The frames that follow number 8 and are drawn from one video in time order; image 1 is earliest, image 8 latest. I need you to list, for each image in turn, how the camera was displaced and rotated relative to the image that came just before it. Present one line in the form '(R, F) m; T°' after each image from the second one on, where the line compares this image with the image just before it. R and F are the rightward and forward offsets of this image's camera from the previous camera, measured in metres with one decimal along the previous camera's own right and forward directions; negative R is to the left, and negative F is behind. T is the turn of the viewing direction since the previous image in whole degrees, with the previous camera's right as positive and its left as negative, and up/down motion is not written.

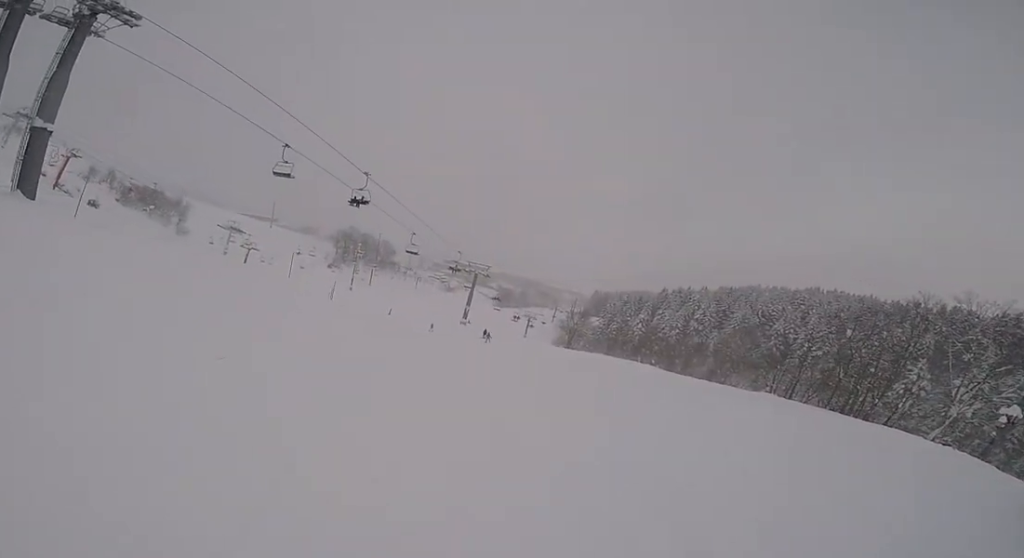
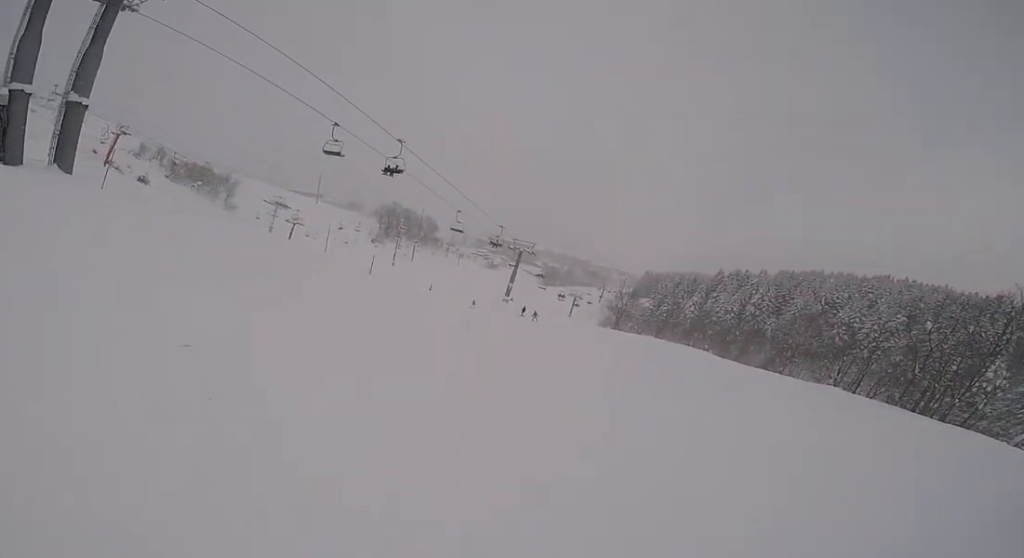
(0.0, +1.2) m; -4°
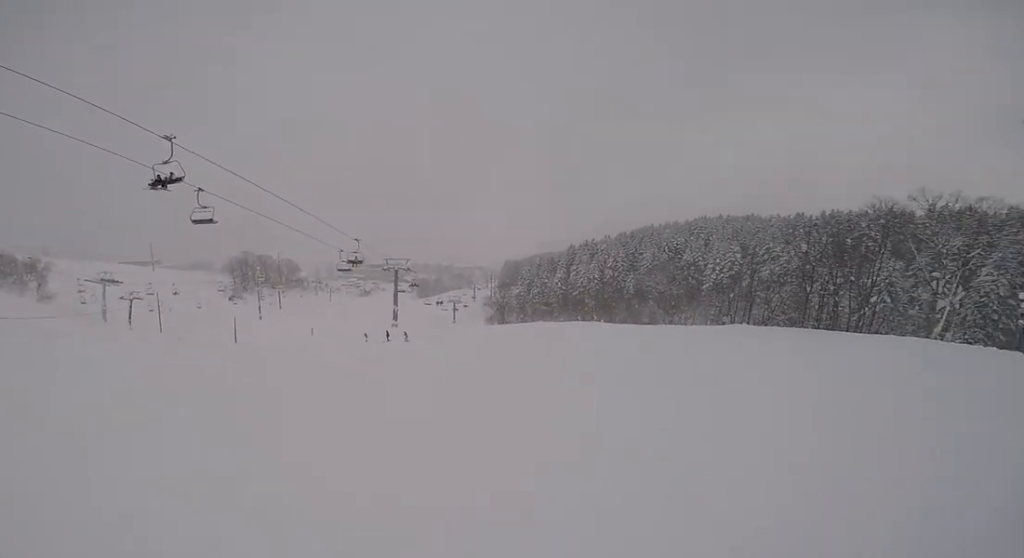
(-0.6, +6.4) m; -1°
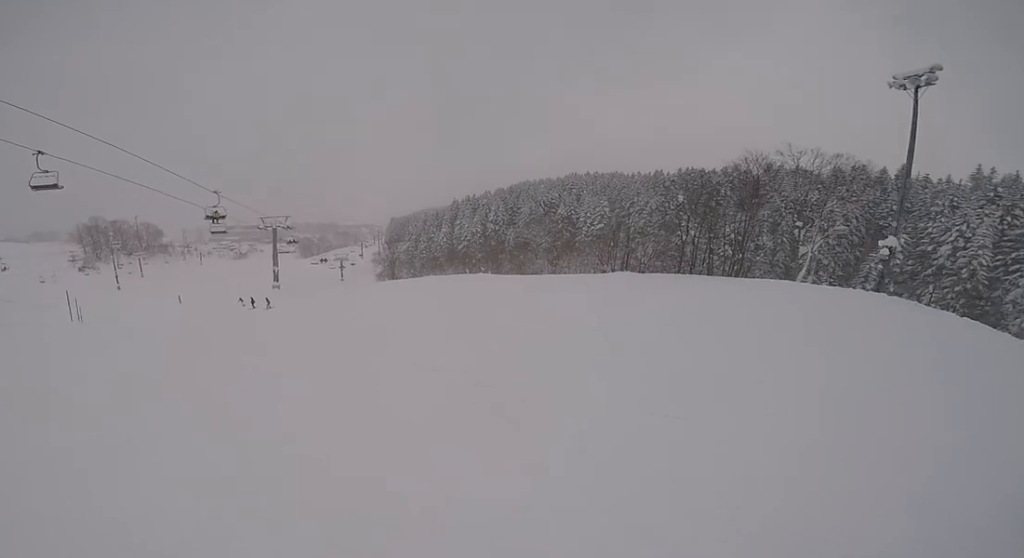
(+0.1, +2.2) m; +5°
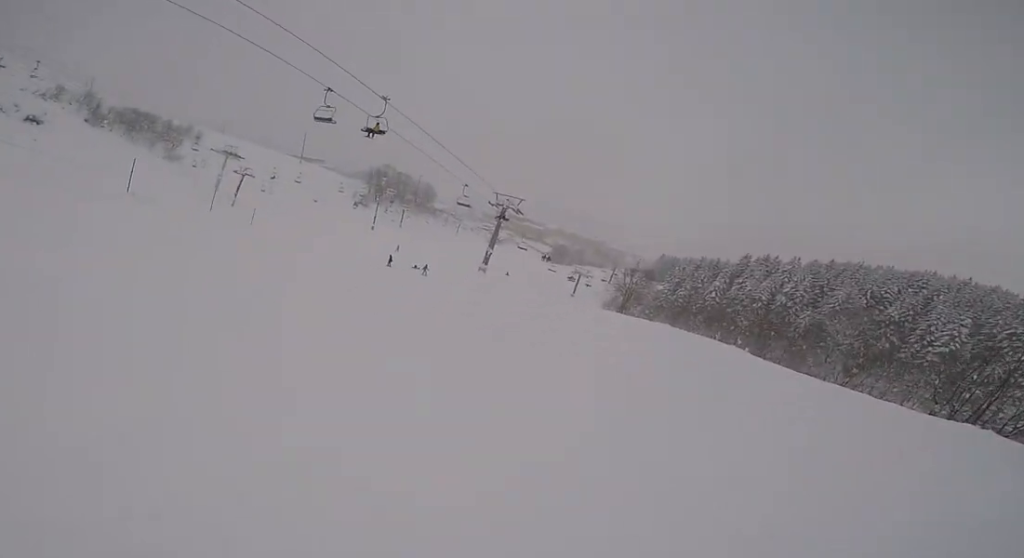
(+0.2, +9.1) m; -5°
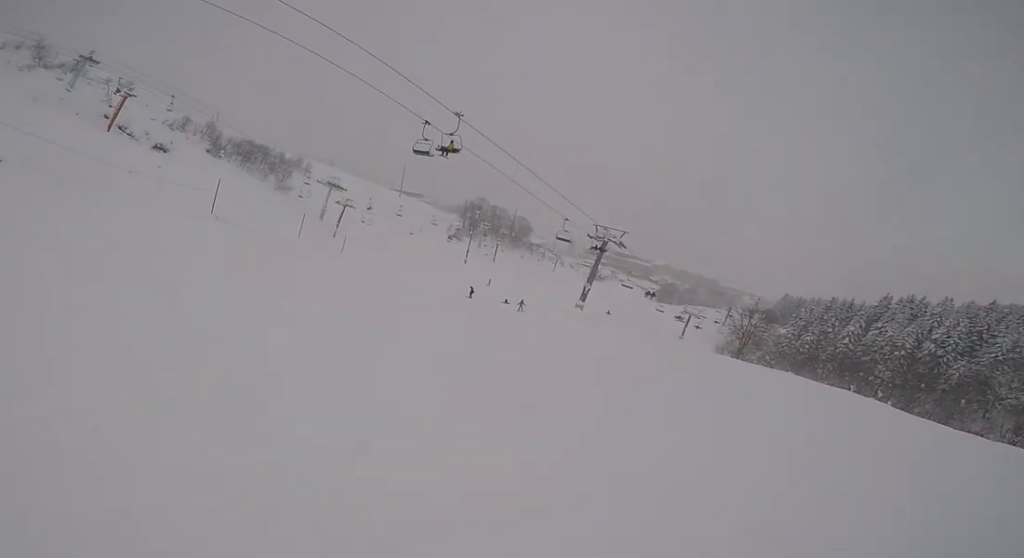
(+0.1, +1.5) m; -4°
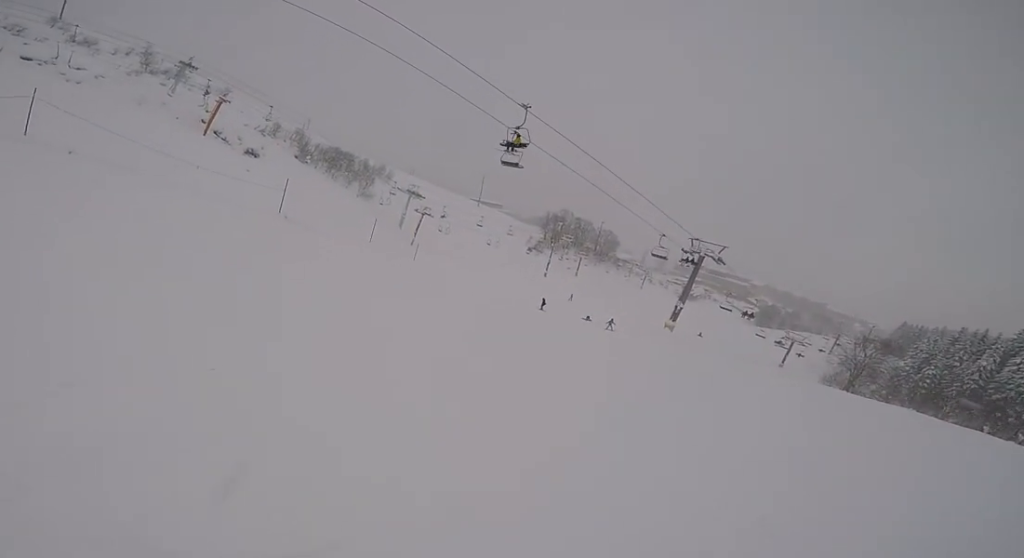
(-0.2, +1.4) m; -6°
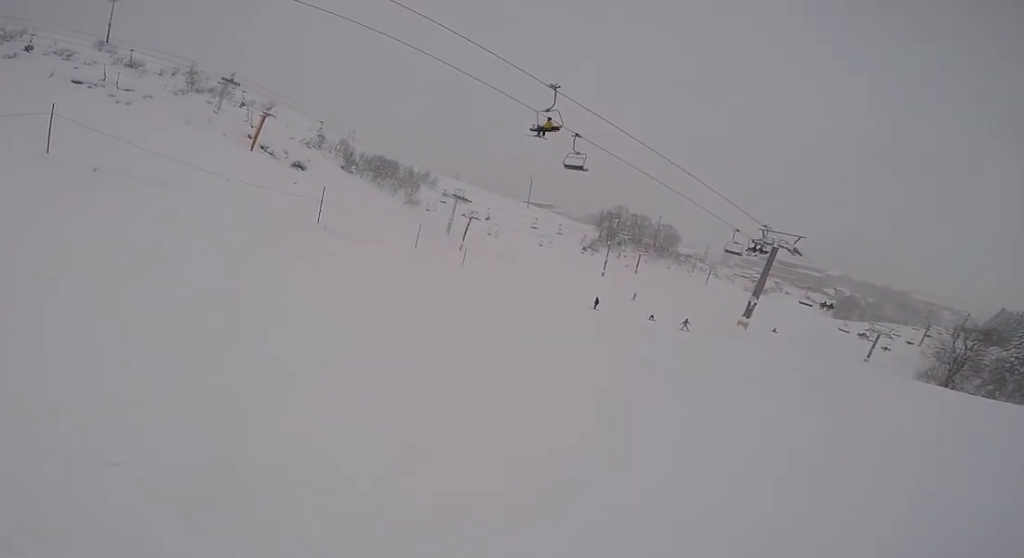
(0.0, +1.6) m; -7°
